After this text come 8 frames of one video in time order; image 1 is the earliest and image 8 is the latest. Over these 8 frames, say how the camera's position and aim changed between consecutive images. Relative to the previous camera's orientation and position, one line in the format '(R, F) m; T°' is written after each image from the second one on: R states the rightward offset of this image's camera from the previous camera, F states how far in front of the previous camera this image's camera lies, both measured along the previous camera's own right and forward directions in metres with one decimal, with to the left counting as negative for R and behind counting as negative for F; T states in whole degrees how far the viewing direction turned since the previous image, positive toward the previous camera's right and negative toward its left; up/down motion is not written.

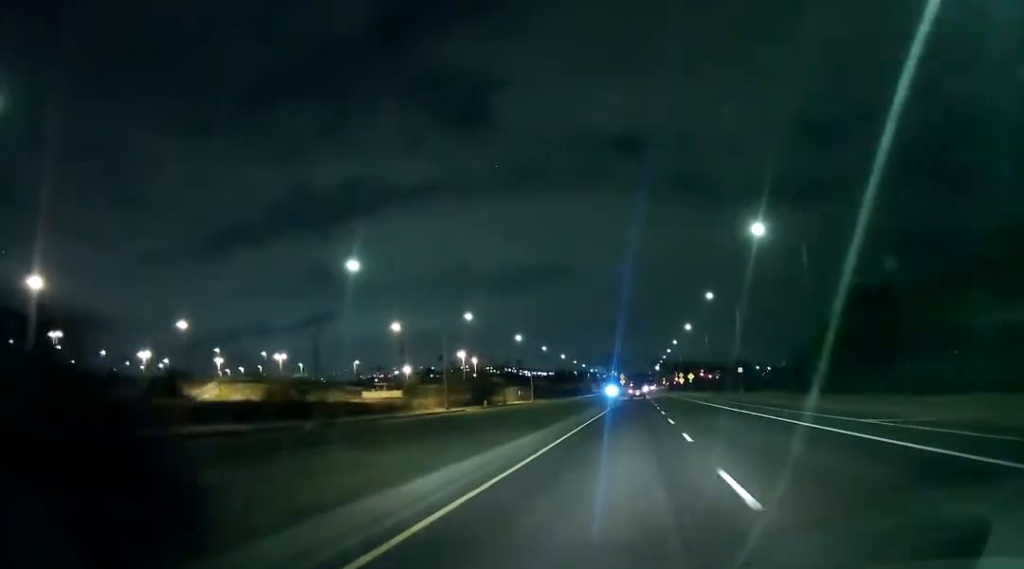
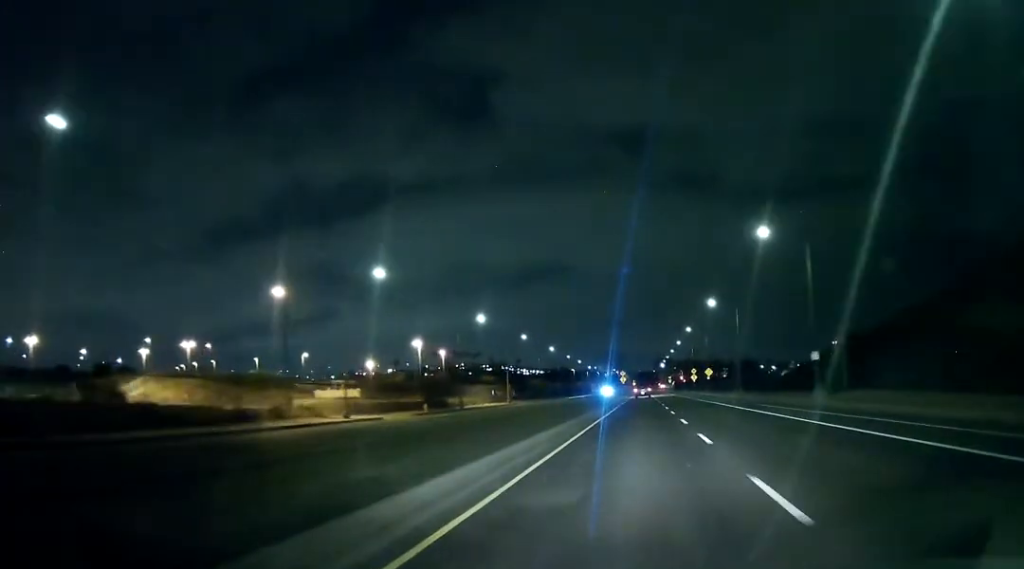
(+0.8, +29.5) m; +2°
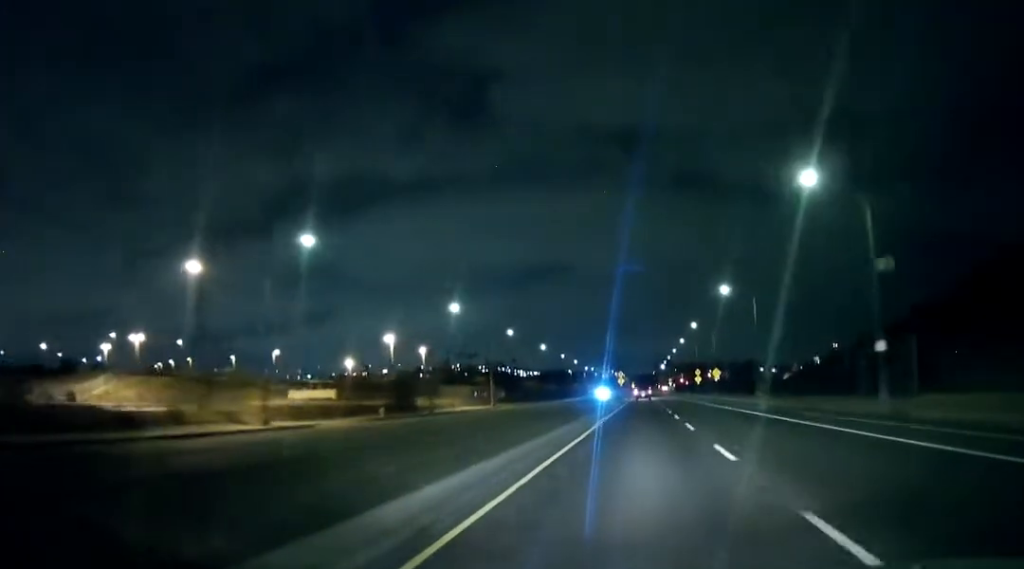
(+0.2, +12.5) m; 0°
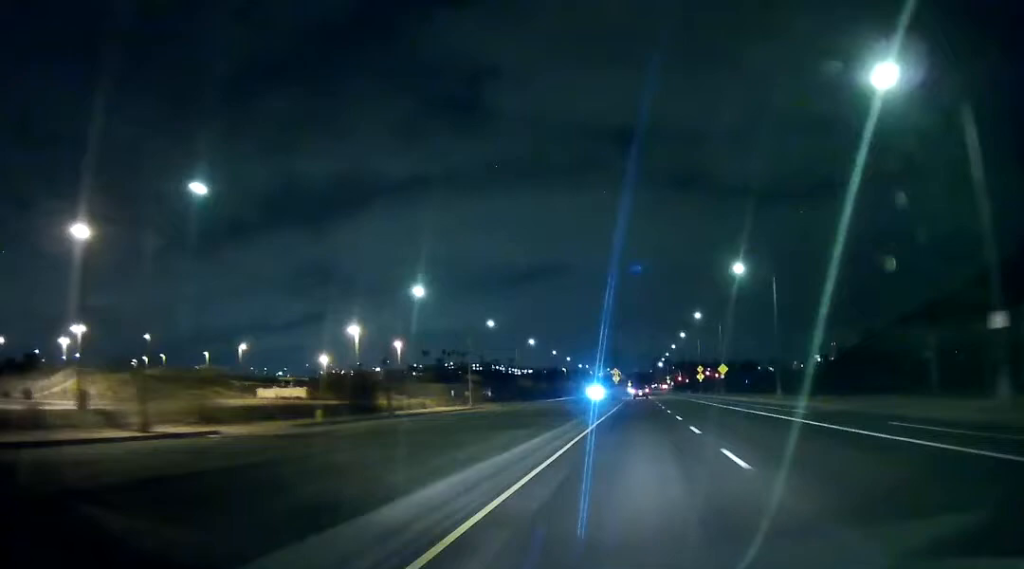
(-0.3, +11.1) m; -1°
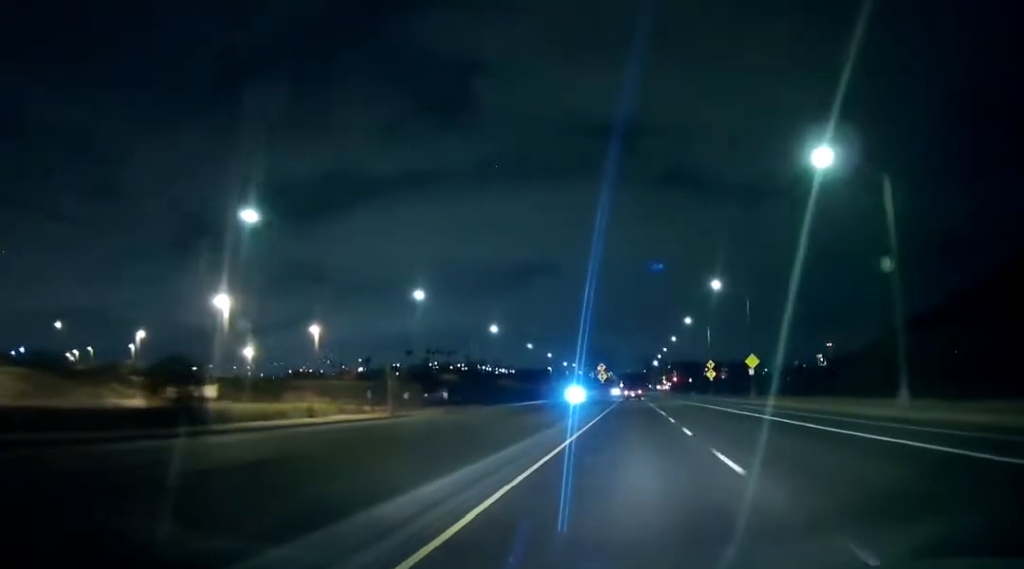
(-0.3, +28.0) m; 0°
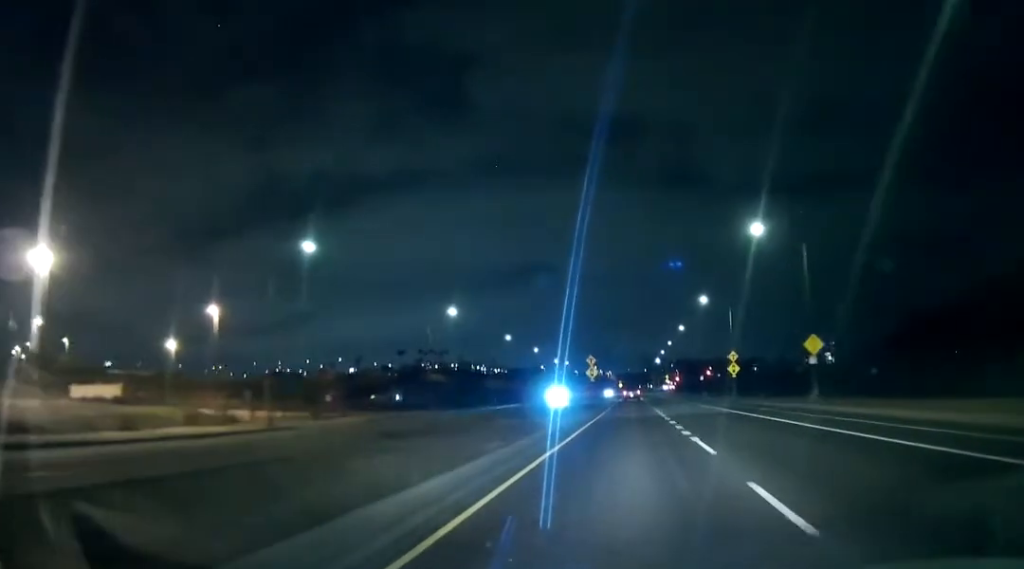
(0.0, +22.7) m; 0°
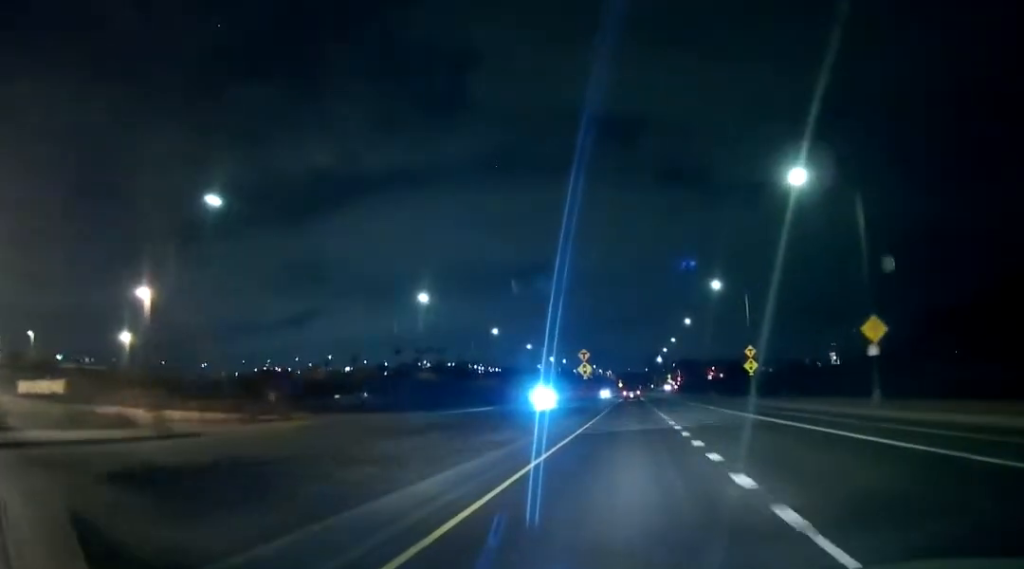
(0.0, +11.4) m; 0°
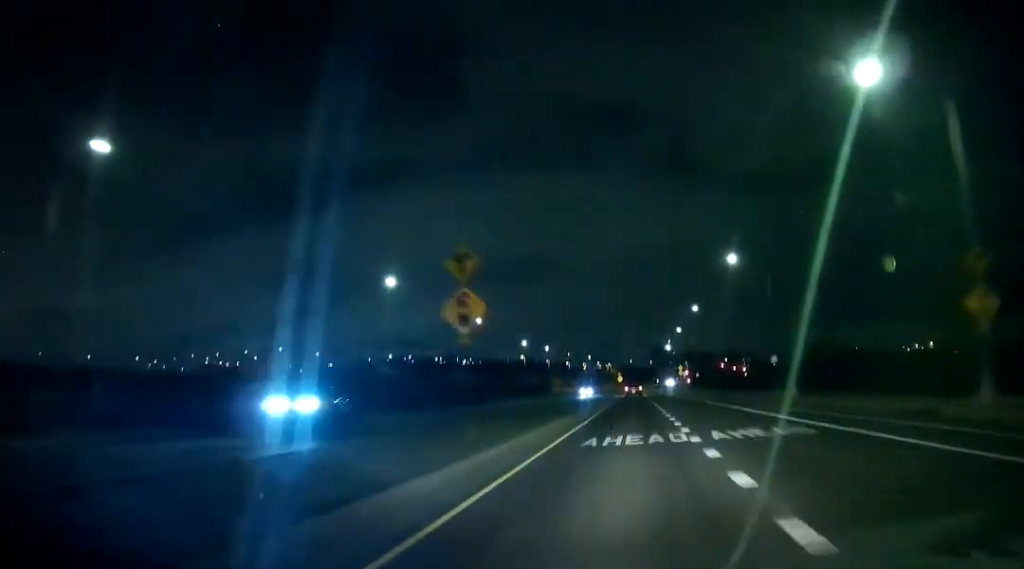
(+0.1, +43.8) m; 0°
